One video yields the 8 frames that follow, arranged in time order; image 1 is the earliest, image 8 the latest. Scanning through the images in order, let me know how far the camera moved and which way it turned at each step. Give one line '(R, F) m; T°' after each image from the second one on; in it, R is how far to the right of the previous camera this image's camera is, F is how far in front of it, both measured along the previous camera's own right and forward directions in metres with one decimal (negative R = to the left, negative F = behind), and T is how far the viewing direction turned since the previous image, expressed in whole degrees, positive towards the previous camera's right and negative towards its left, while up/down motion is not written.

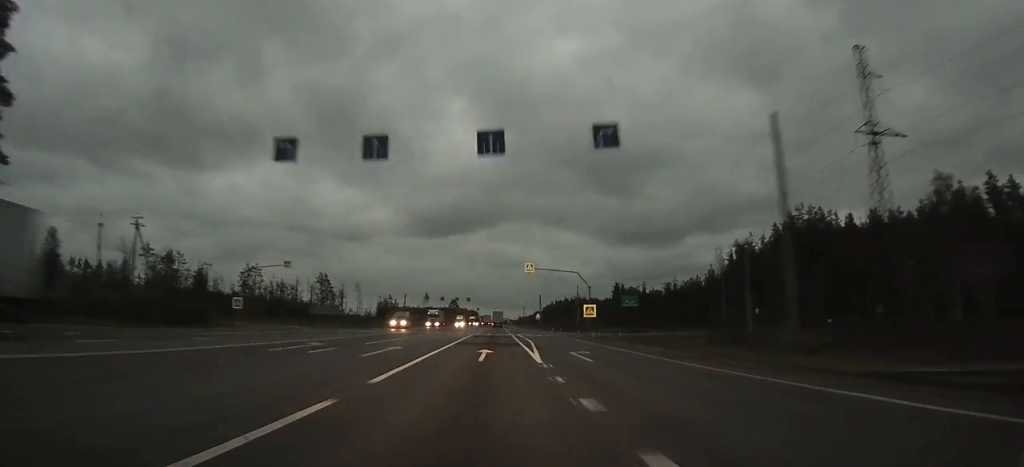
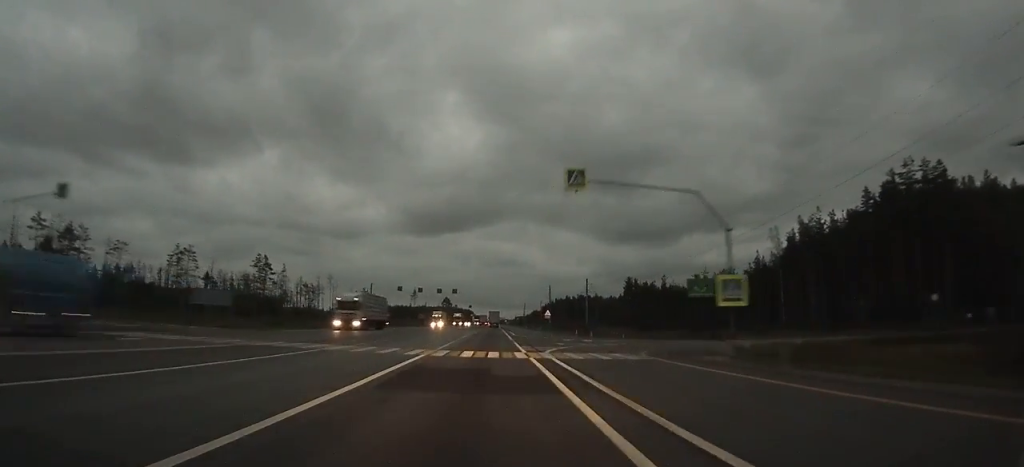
(0.0, +36.8) m; 0°
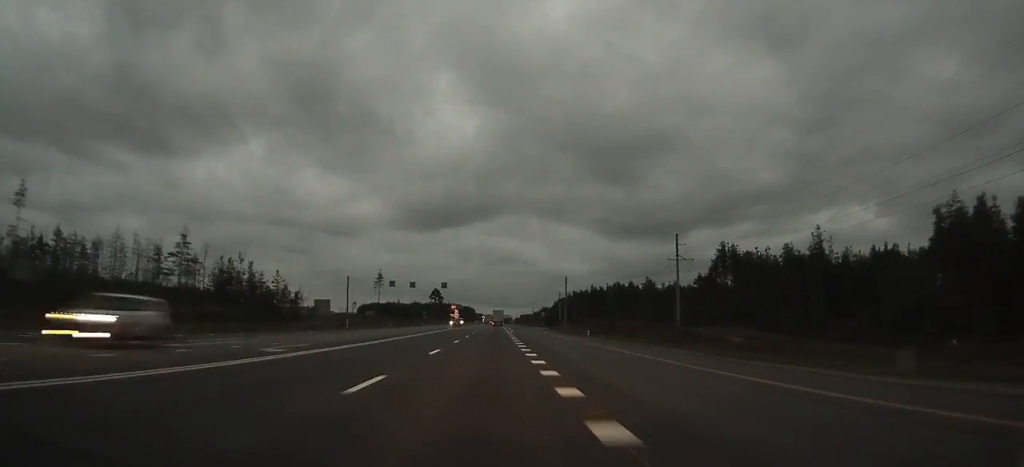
(0.0, +110.2) m; 0°
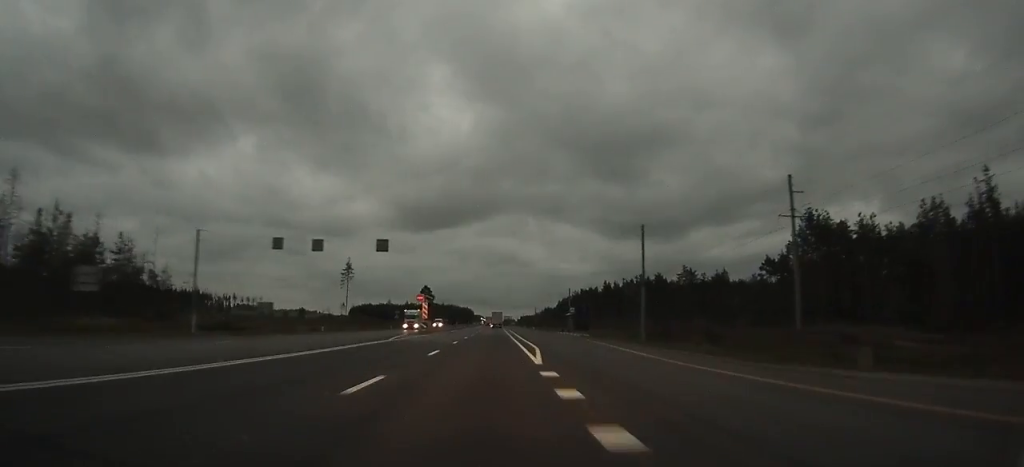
(0.0, +48.6) m; 0°
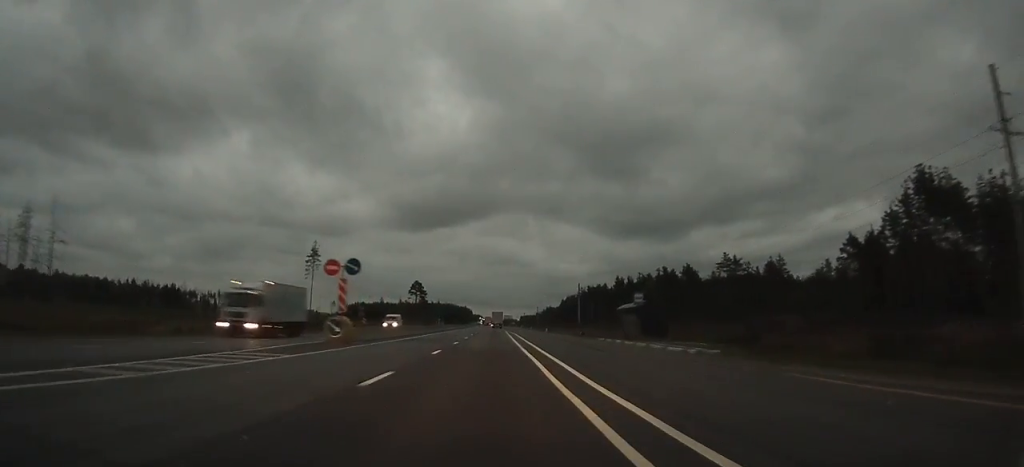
(+0.1, +34.9) m; 0°
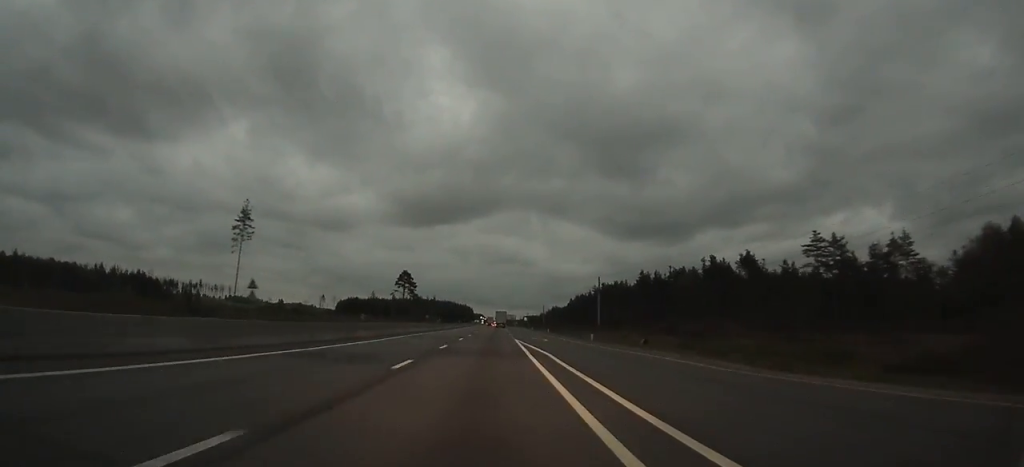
(0.0, +44.0) m; 0°
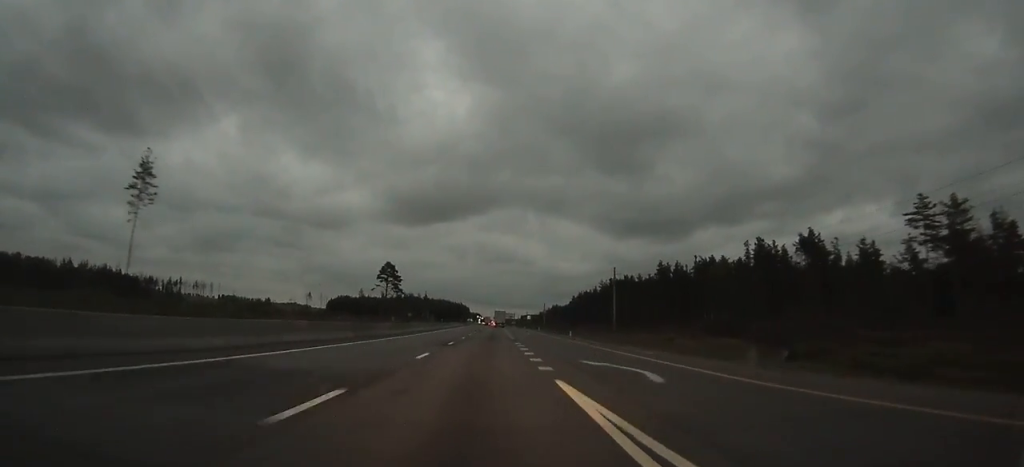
(0.0, +32.0) m; 0°
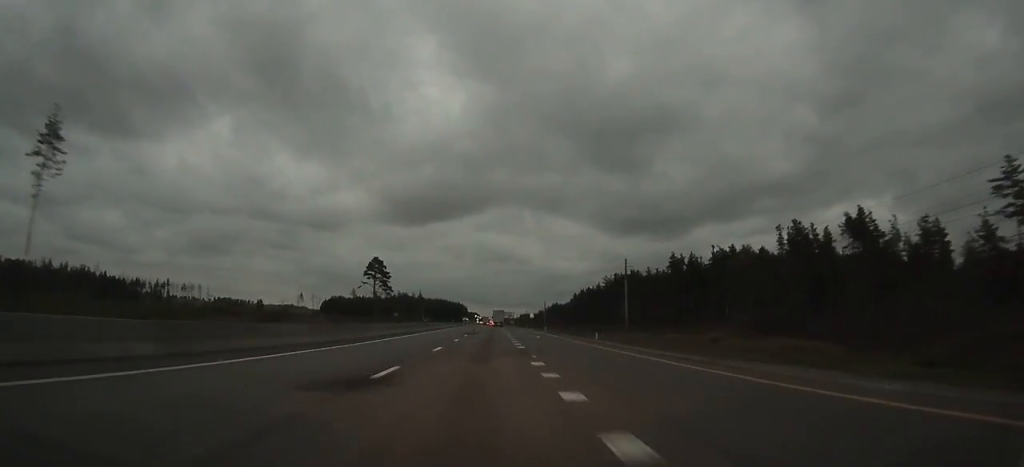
(0.0, +18.3) m; 0°
